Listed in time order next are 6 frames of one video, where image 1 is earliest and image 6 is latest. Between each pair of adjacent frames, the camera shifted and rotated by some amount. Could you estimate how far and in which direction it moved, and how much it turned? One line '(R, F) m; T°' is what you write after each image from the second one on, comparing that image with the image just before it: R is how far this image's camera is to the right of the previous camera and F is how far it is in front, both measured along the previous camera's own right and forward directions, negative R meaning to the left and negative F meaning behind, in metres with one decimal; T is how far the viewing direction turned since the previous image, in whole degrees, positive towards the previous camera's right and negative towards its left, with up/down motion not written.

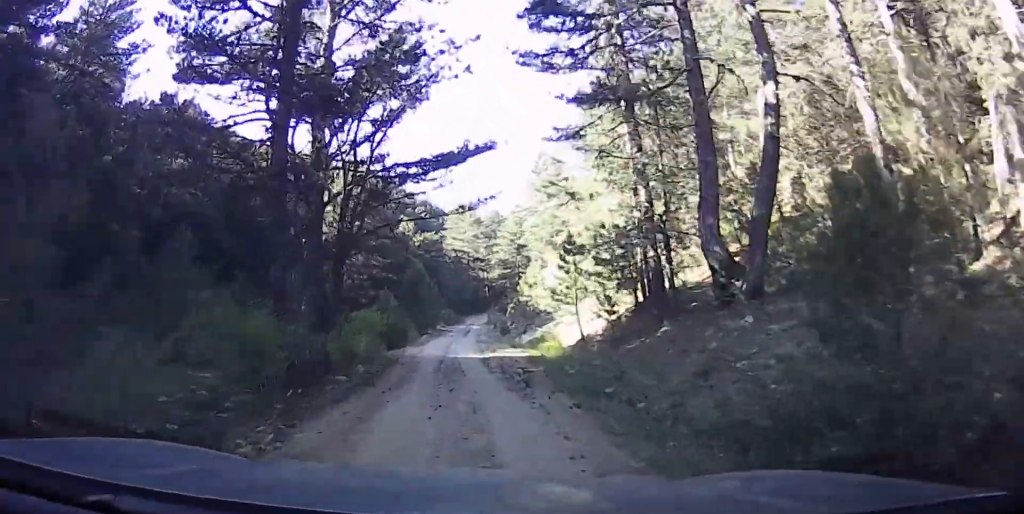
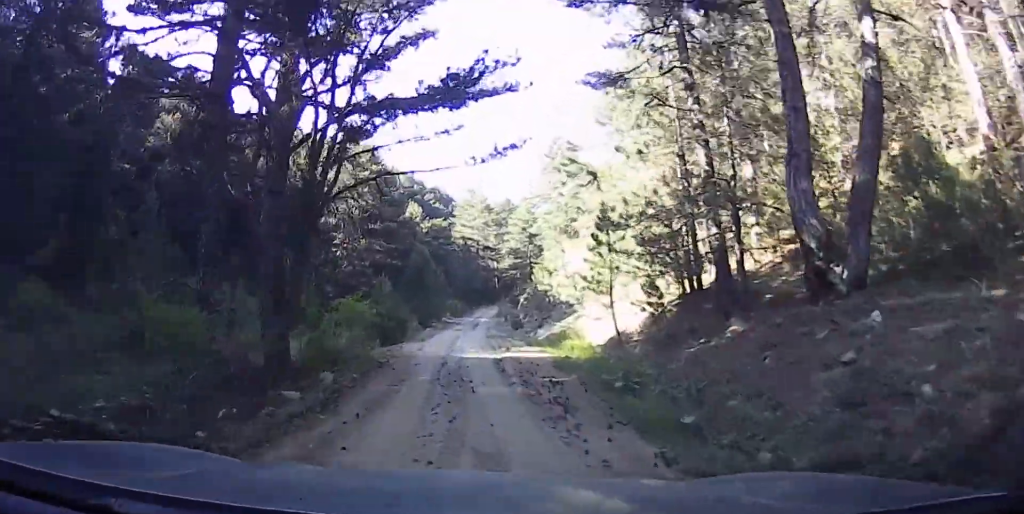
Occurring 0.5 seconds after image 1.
(+0.2, +3.3) m; +2°
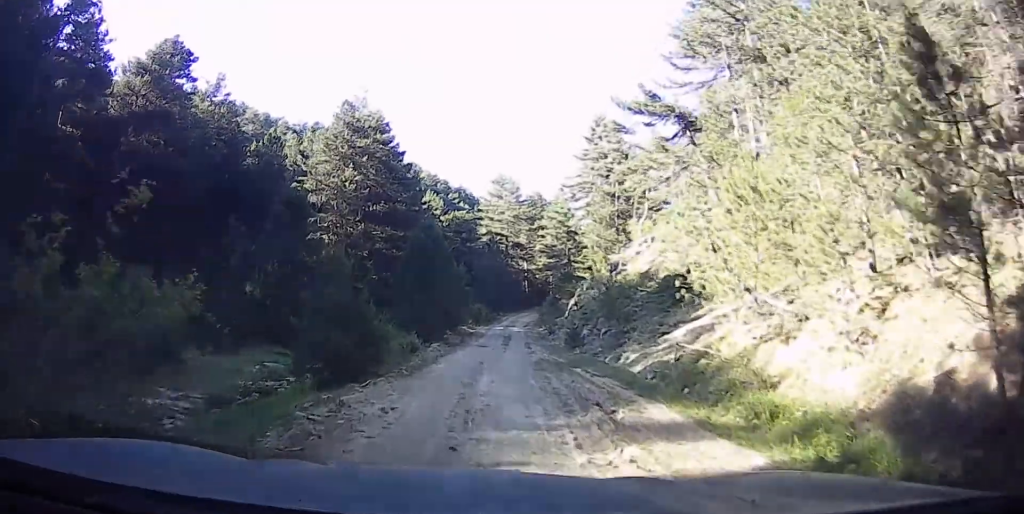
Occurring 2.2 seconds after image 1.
(+0.3, +10.8) m; -9°
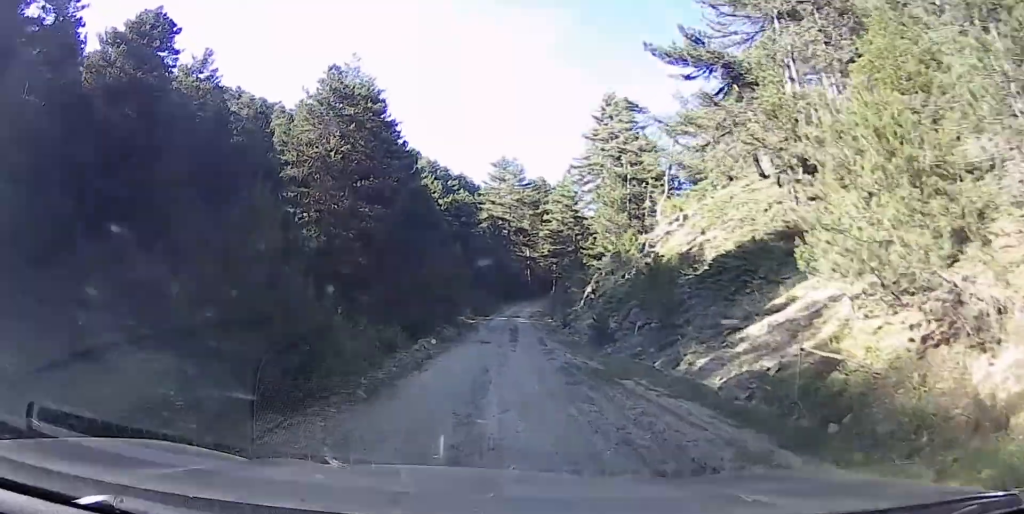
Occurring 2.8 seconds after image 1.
(-0.7, +4.1) m; -8°
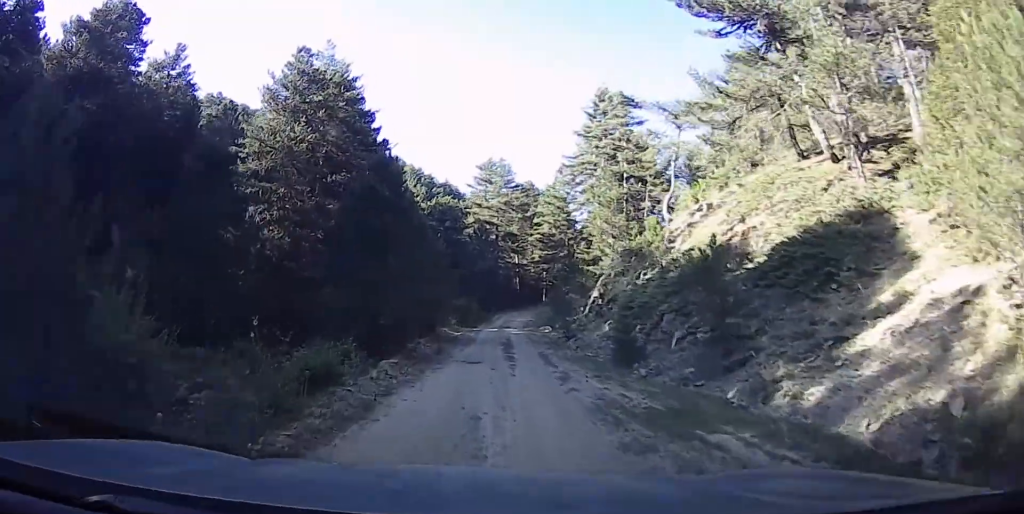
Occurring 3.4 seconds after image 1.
(-0.3, +4.1) m; +2°
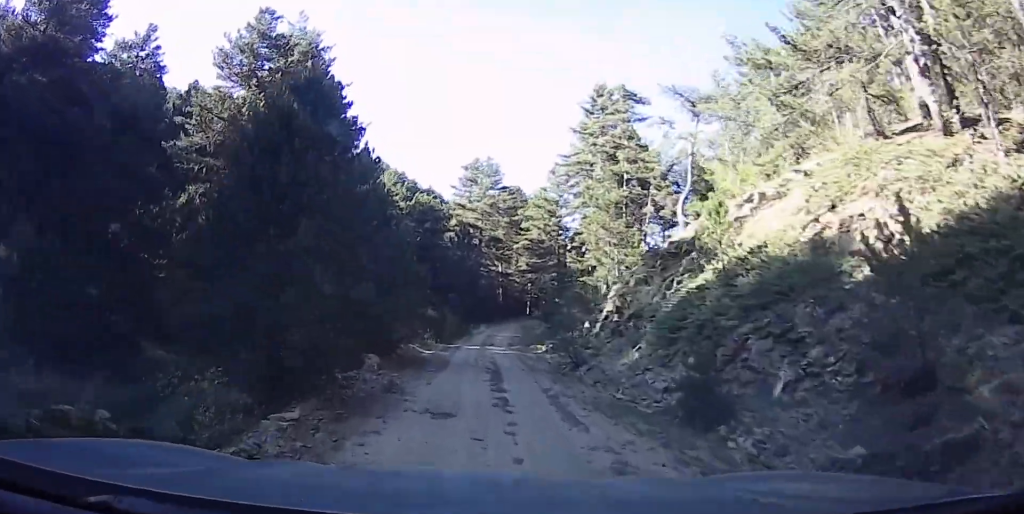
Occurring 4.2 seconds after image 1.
(-0.3, +5.4) m; +10°
